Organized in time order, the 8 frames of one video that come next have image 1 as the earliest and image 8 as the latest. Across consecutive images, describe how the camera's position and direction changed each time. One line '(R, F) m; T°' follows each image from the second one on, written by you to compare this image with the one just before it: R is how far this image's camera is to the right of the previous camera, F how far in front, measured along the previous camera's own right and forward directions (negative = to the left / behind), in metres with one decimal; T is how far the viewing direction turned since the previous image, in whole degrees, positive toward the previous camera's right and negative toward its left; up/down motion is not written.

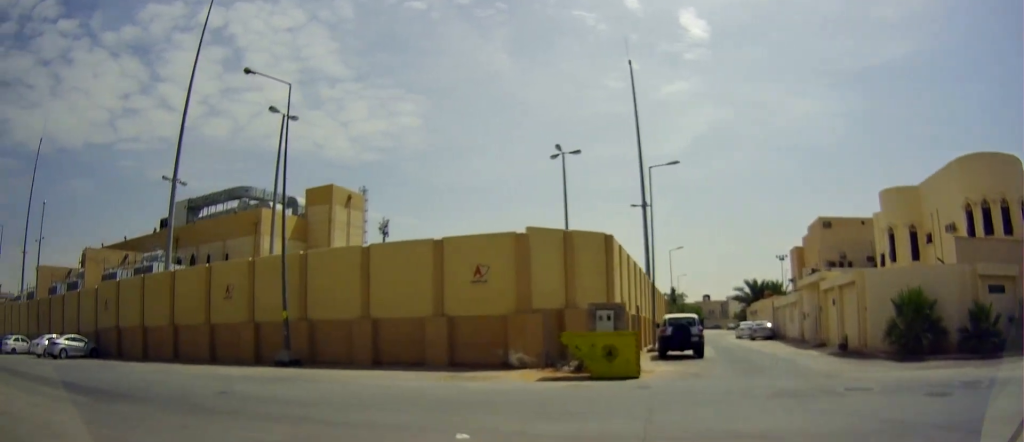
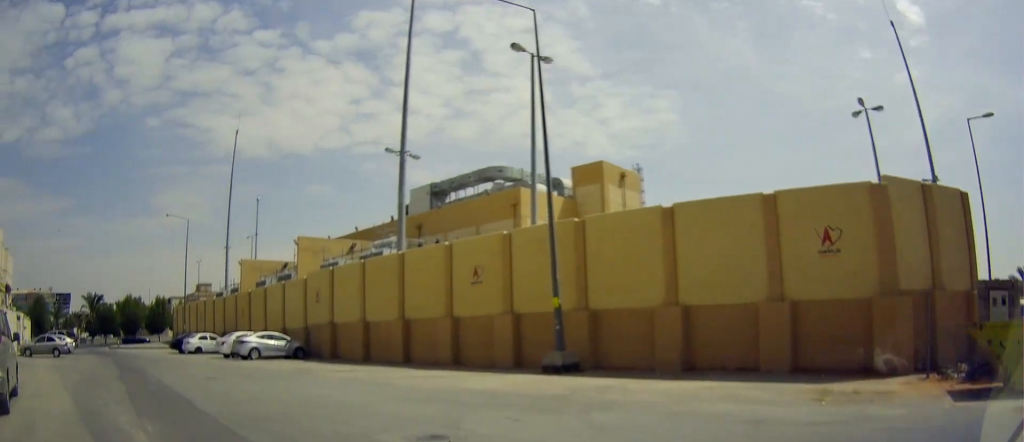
(-1.2, +8.2) m; -27°
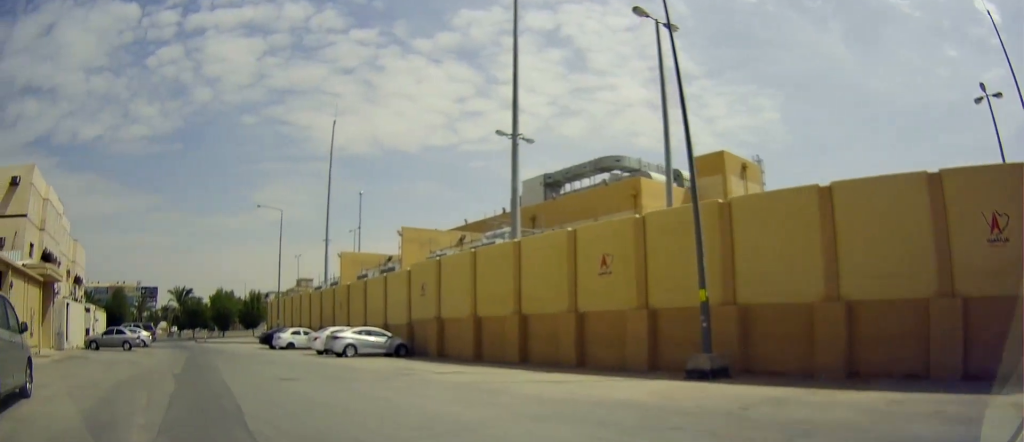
(-0.5, +2.6) m; -10°
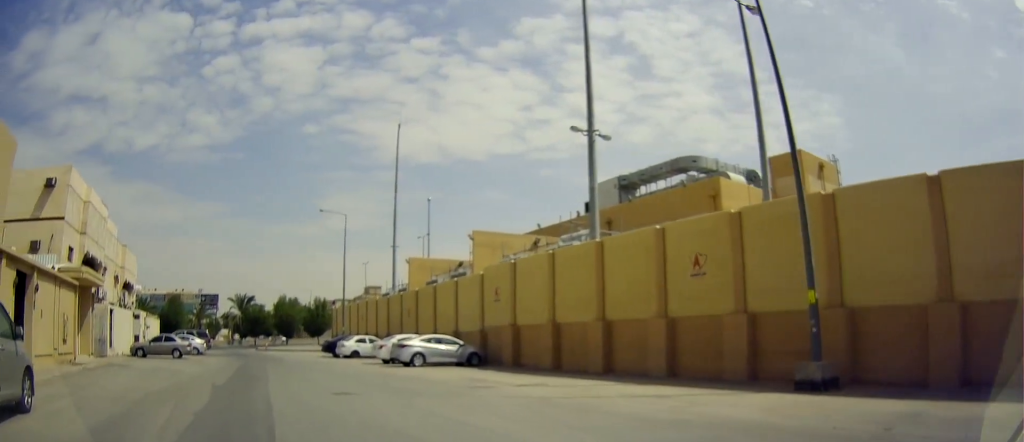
(-0.1, +1.8) m; -6°
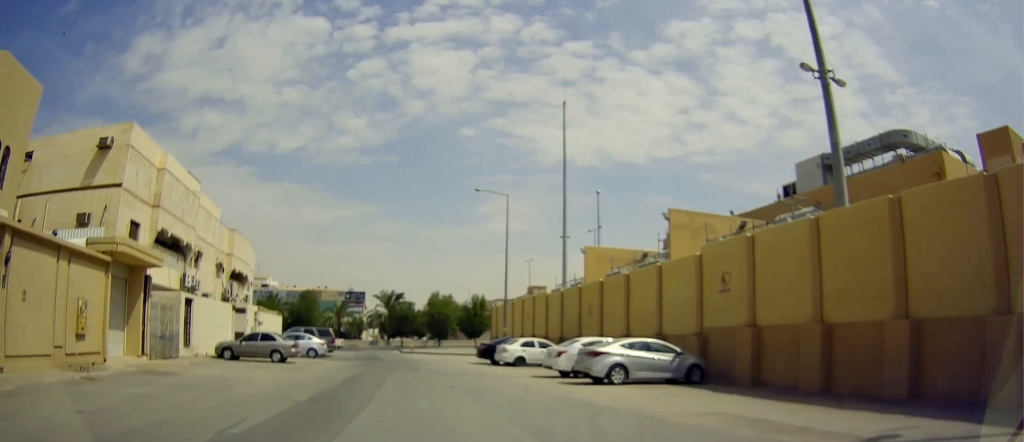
(-1.3, +7.9) m; -21°
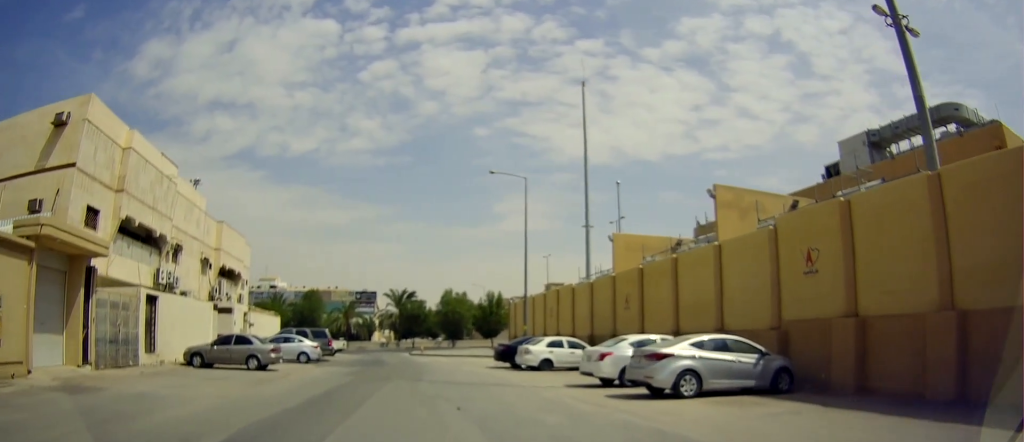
(-0.5, +4.7) m; -7°
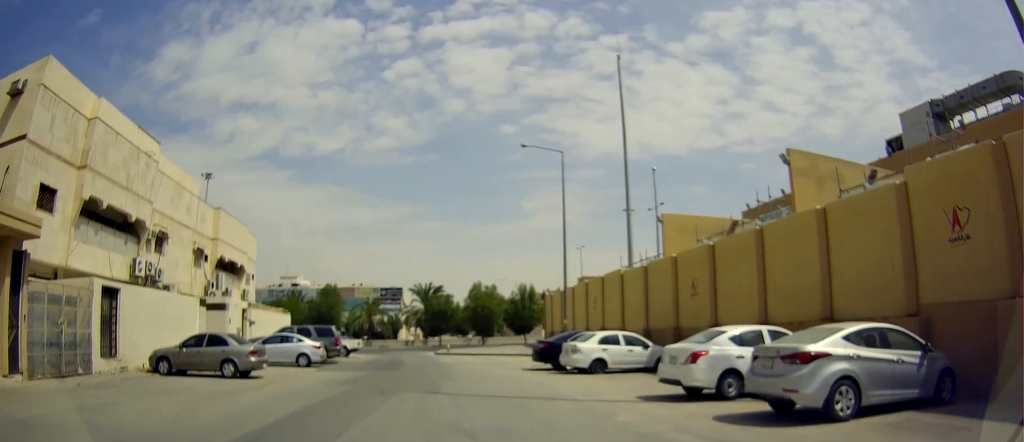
(0.0, +4.7) m; 0°
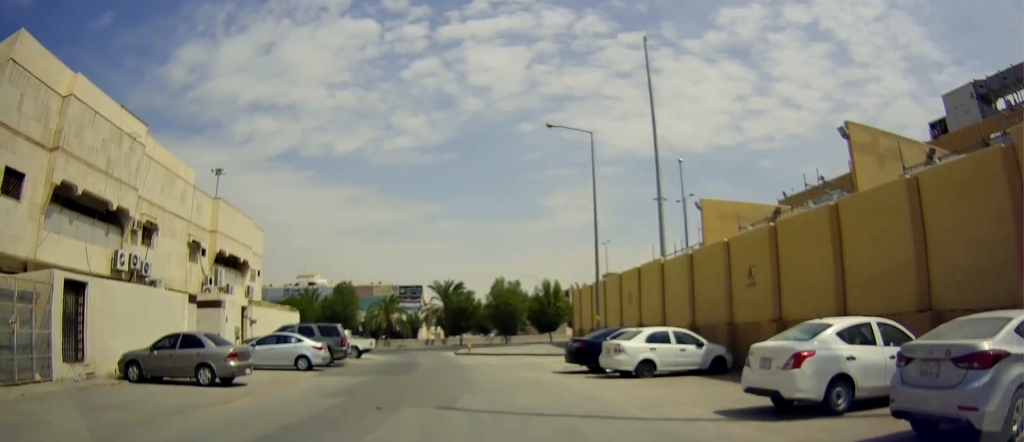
(0.0, +2.9) m; -4°
